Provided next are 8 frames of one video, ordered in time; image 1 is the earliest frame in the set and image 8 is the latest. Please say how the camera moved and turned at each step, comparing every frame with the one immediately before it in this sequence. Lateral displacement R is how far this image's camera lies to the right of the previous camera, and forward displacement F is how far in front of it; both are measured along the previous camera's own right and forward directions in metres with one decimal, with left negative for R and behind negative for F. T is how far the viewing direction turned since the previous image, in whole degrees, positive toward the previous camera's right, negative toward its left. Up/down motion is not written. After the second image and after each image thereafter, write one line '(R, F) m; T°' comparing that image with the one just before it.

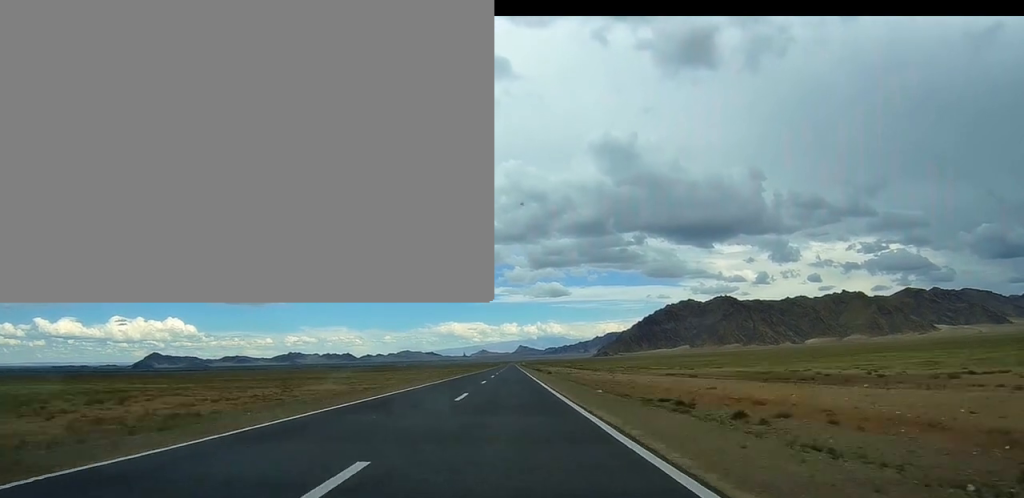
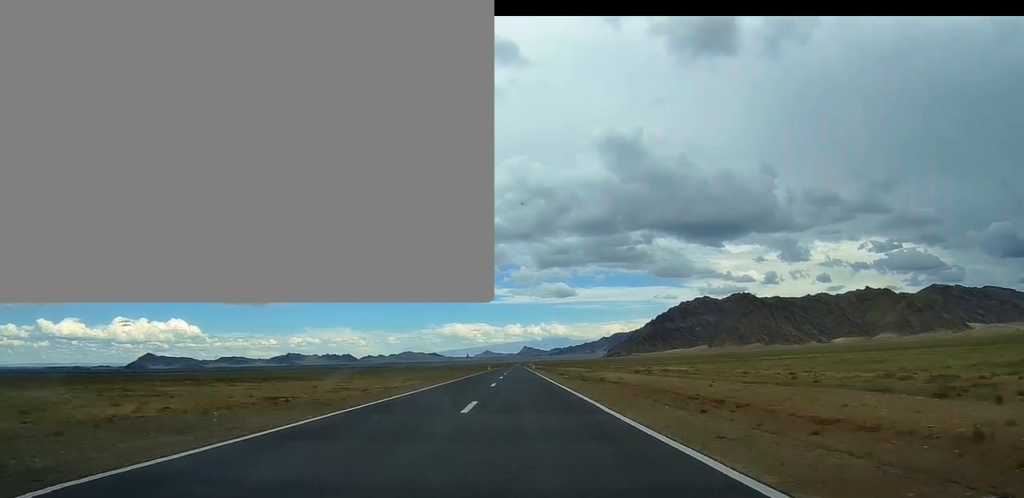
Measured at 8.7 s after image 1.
(-0.2, +238.2) m; 0°
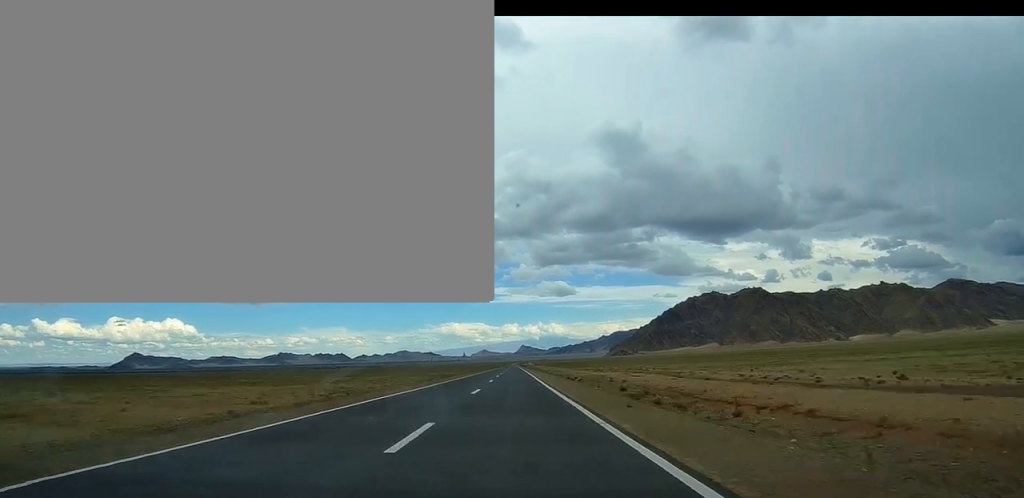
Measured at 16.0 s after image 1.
(-0.1, +205.5) m; 0°
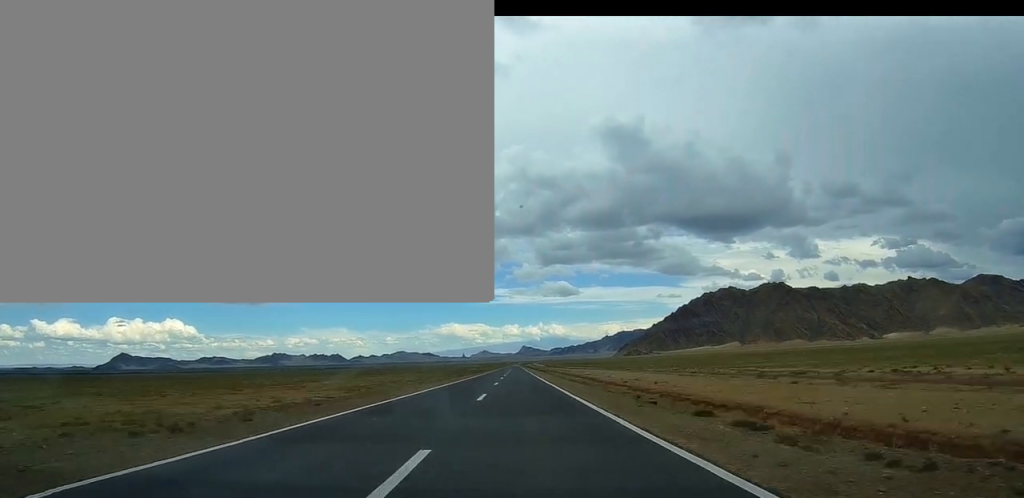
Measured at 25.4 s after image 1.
(+0.2, +269.6) m; 0°
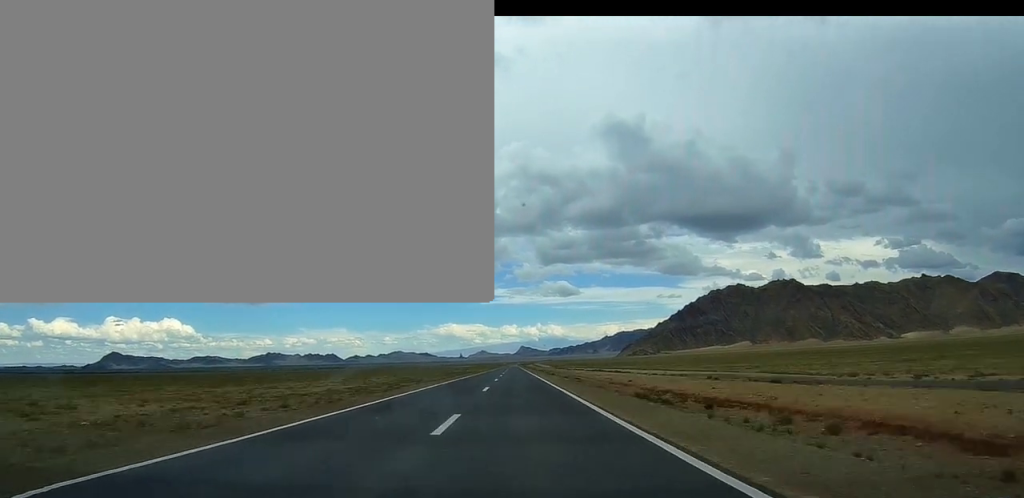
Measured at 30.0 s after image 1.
(-0.2, +137.1) m; 0°
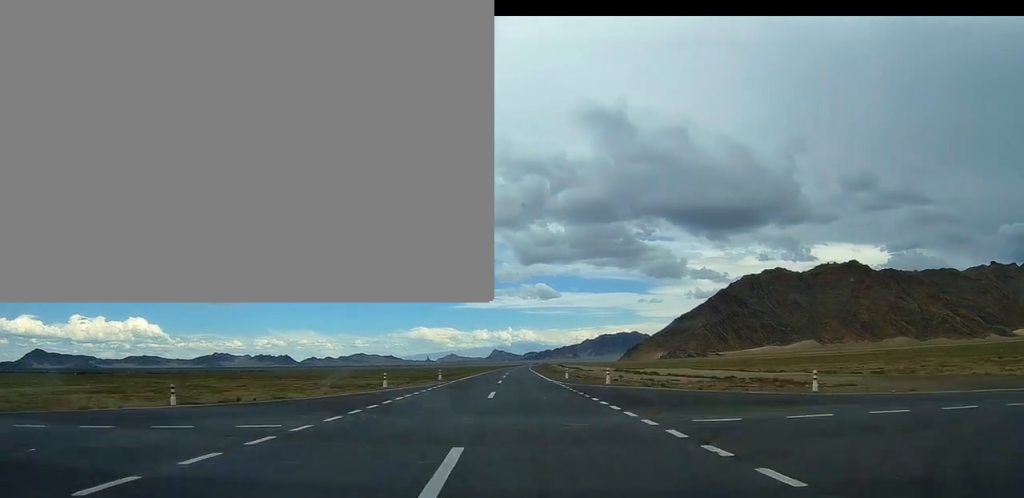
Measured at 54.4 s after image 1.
(+12.4, +694.6) m; +4°
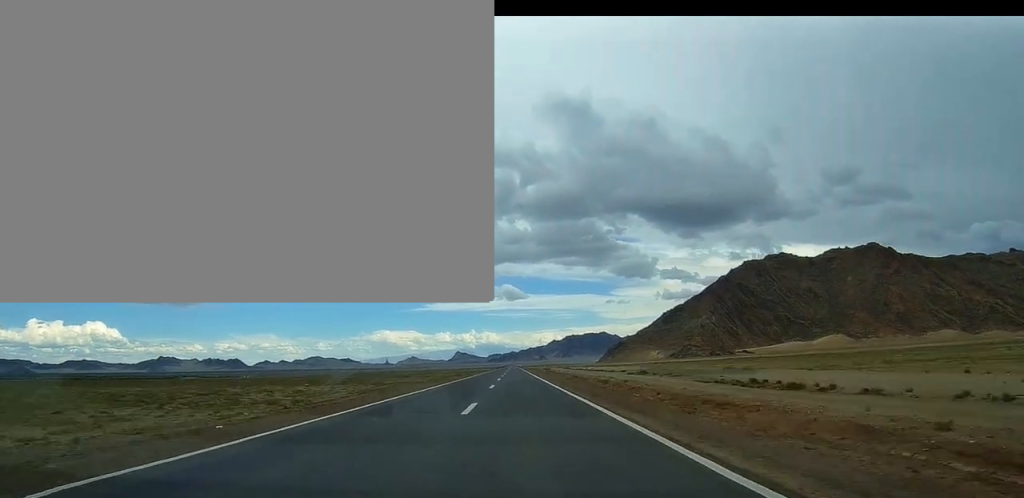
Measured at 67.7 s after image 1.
(+9.2, +341.2) m; +2°
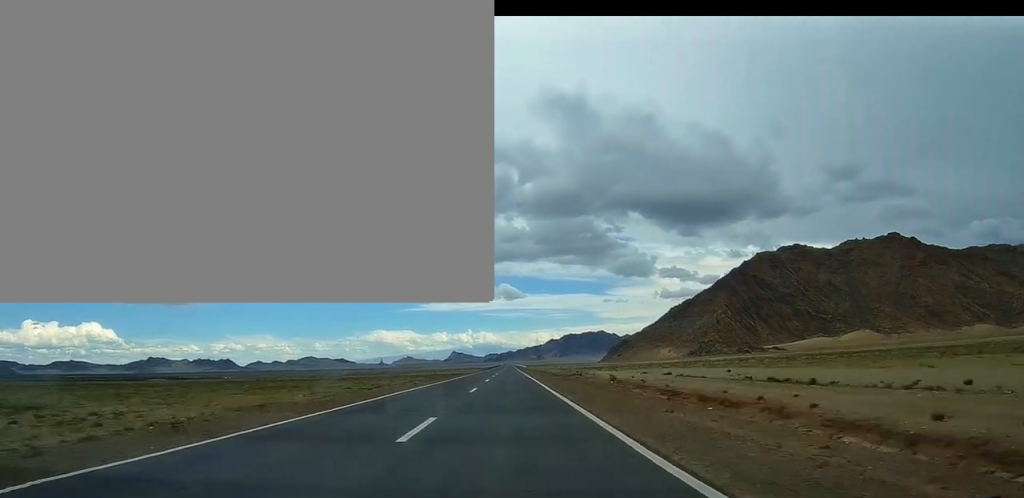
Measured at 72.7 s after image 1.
(+0.3, +117.6) m; 0°
